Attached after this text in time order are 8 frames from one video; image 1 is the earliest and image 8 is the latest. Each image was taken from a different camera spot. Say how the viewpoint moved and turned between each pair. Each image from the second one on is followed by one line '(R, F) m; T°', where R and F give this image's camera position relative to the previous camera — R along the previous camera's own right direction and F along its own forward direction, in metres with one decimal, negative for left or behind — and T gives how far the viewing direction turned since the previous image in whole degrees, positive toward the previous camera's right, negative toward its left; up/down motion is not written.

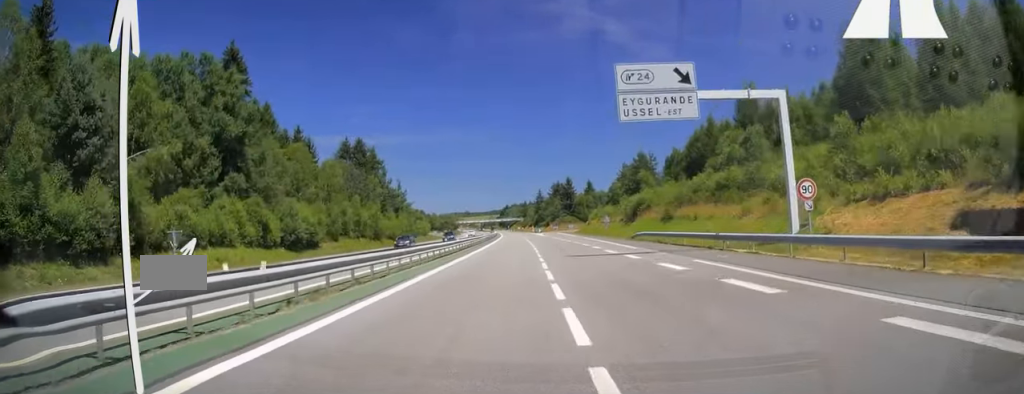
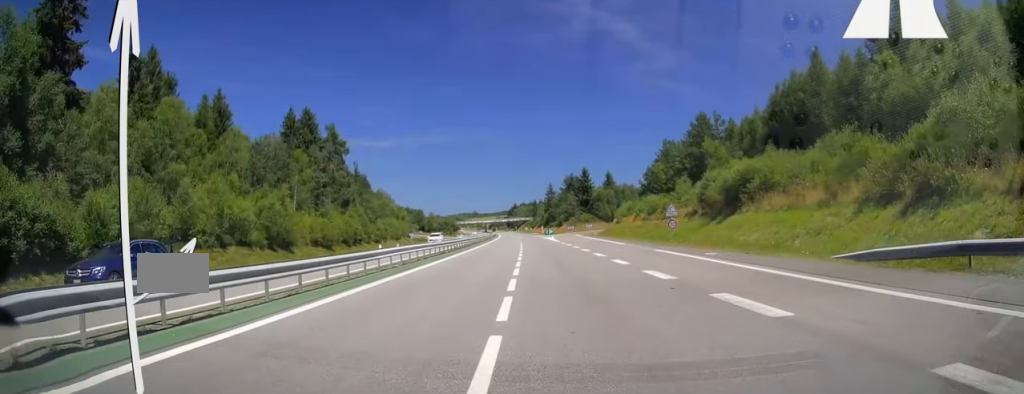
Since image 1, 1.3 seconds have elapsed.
(-0.1, +41.2) m; 0°
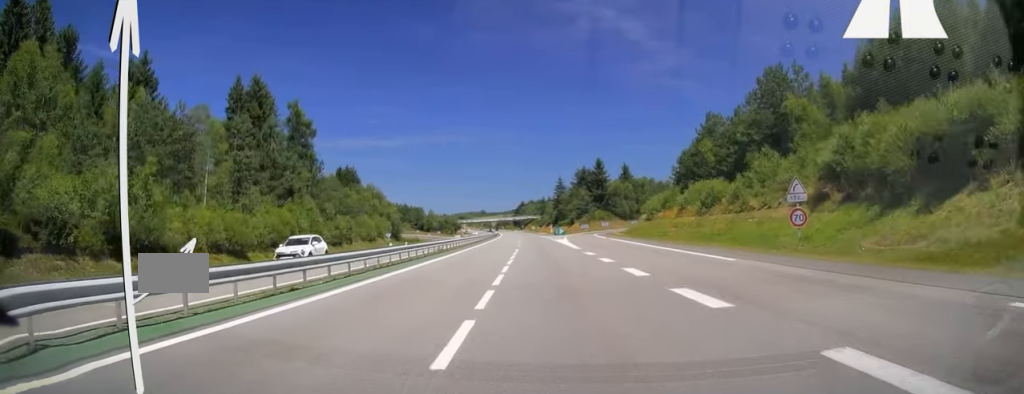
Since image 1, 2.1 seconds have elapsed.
(+0.1, +24.5) m; -1°
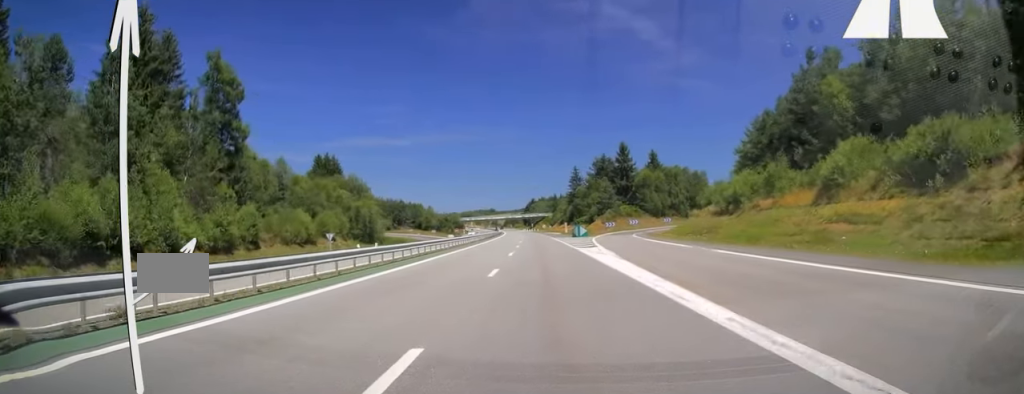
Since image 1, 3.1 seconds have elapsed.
(-0.6, +32.3) m; -2°
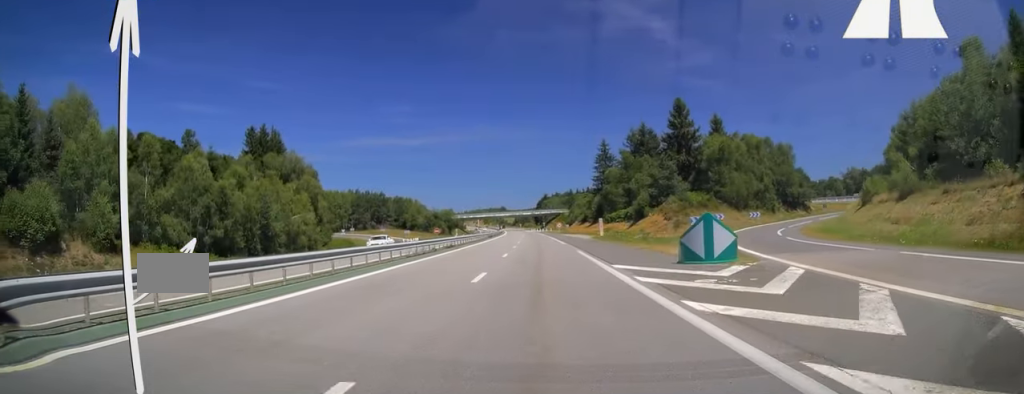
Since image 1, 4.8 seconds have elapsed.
(-0.5, +53.3) m; 0°
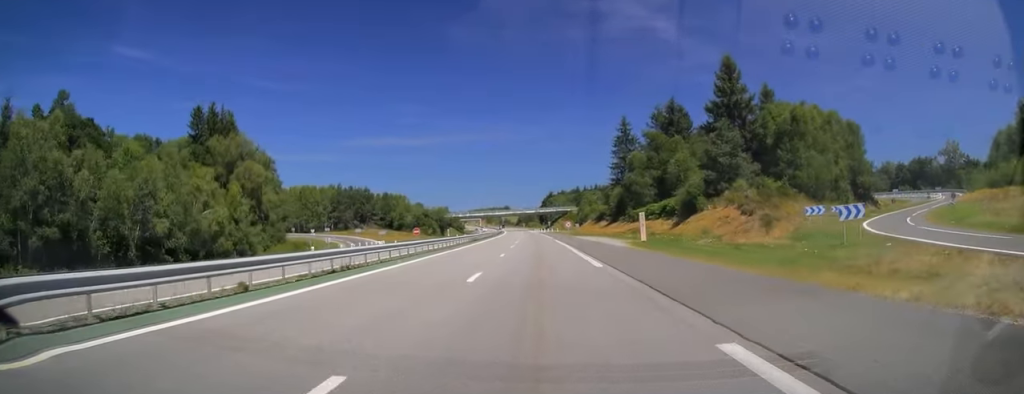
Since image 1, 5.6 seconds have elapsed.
(0.0, +25.7) m; -1°
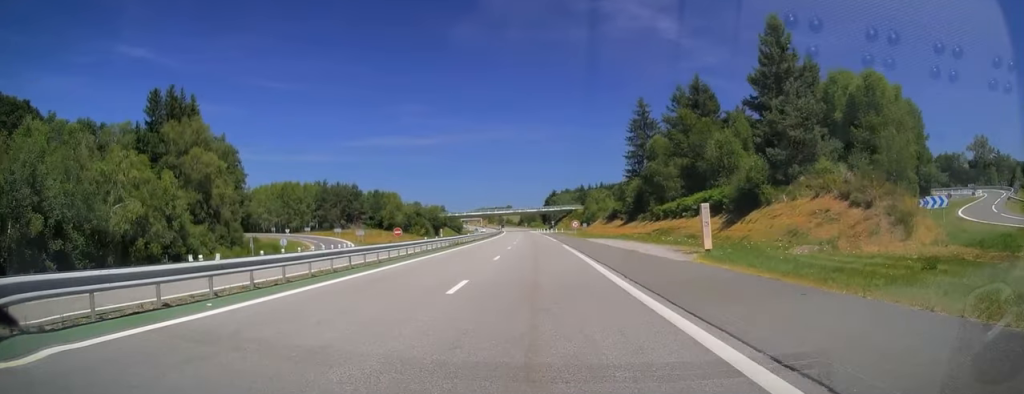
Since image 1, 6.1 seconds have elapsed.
(0.0, +15.8) m; -1°
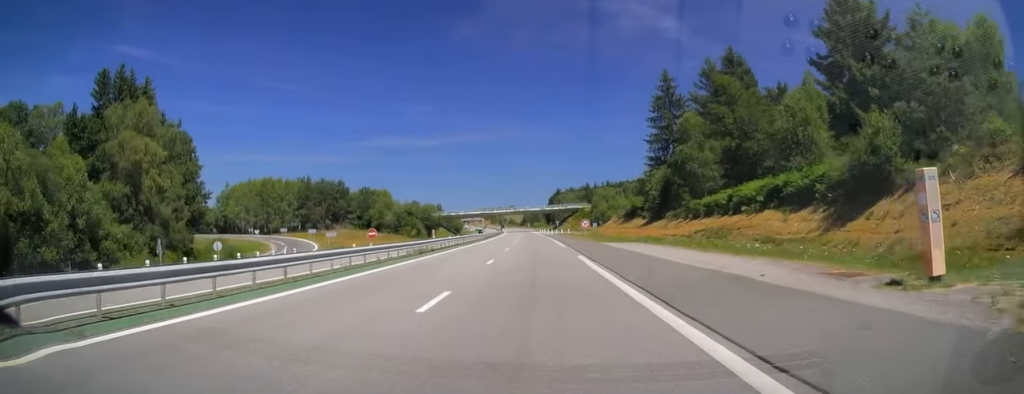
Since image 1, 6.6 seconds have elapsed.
(-0.3, +15.7) m; -1°
